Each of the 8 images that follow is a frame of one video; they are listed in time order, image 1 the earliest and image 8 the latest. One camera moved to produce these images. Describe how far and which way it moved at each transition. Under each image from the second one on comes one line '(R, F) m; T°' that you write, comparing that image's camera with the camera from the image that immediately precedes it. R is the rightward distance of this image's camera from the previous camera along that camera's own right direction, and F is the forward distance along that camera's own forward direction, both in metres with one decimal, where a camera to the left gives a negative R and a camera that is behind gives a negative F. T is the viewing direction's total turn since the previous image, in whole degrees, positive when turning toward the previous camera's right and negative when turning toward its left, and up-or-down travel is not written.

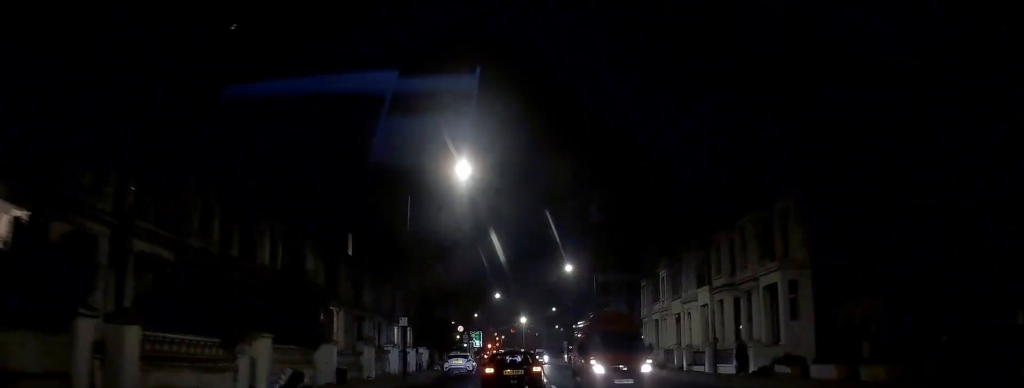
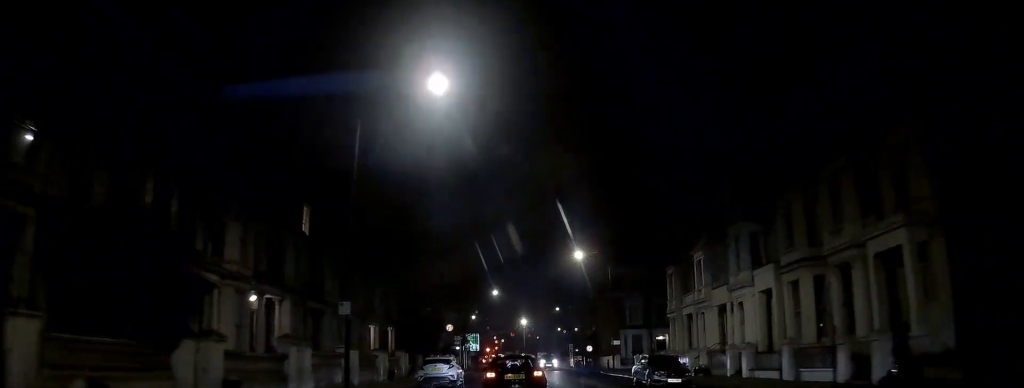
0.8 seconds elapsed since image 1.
(-0.1, +10.1) m; -1°
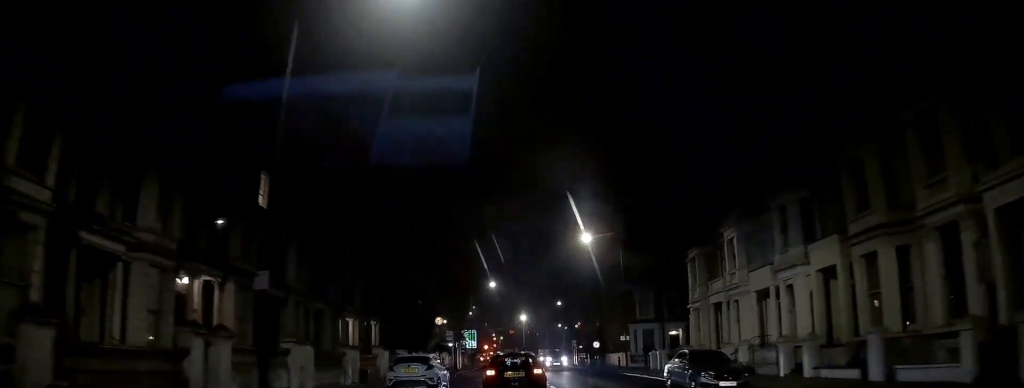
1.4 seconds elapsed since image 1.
(0.0, +6.4) m; 0°
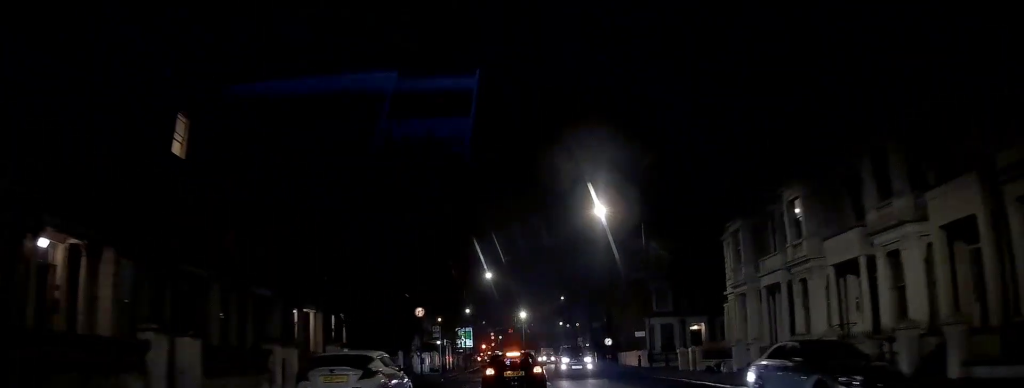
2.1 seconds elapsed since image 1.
(0.0, +8.4) m; 0°
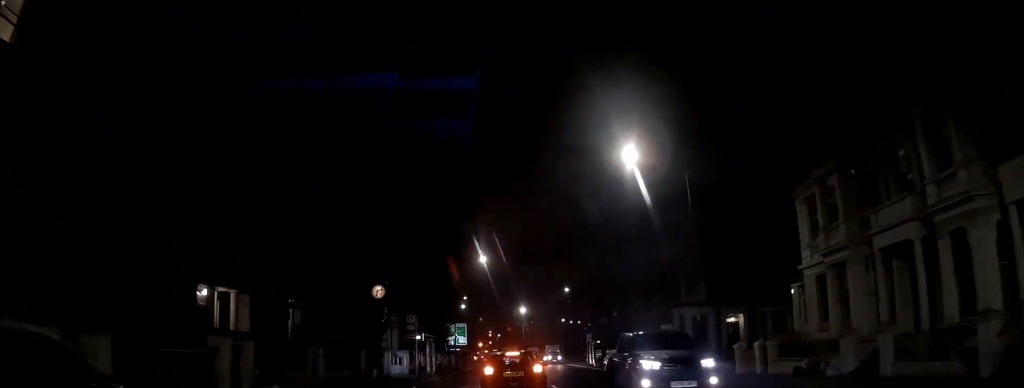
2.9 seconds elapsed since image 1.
(0.0, +10.5) m; +1°
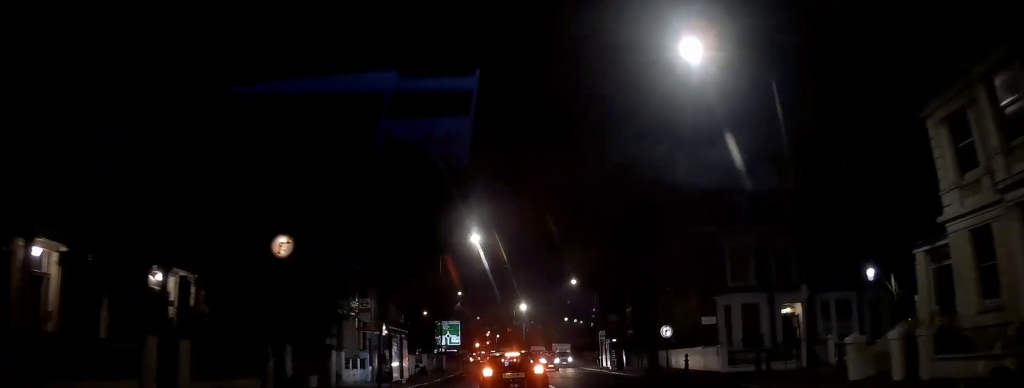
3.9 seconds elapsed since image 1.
(+0.2, +11.2) m; 0°
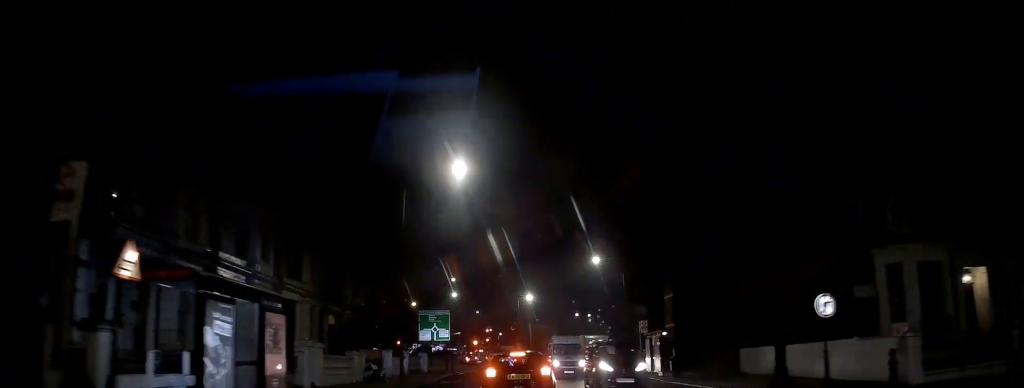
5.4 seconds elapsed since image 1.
(-0.4, +17.9) m; -1°
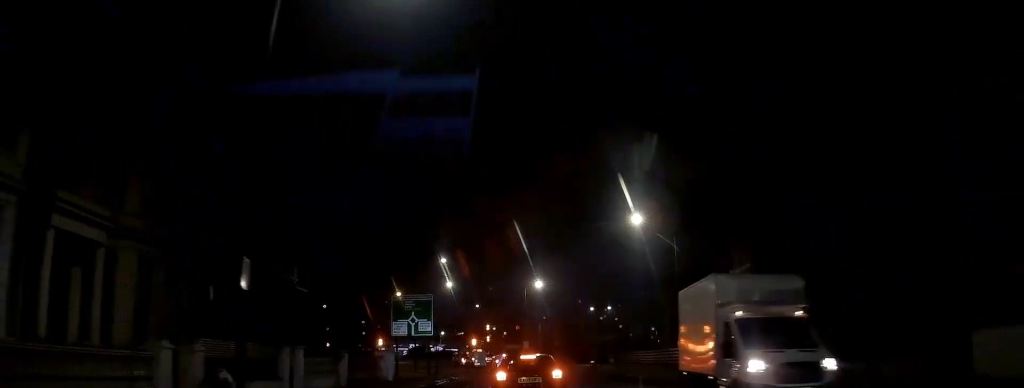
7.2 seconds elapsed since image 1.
(+0.4, +18.5) m; +1°
